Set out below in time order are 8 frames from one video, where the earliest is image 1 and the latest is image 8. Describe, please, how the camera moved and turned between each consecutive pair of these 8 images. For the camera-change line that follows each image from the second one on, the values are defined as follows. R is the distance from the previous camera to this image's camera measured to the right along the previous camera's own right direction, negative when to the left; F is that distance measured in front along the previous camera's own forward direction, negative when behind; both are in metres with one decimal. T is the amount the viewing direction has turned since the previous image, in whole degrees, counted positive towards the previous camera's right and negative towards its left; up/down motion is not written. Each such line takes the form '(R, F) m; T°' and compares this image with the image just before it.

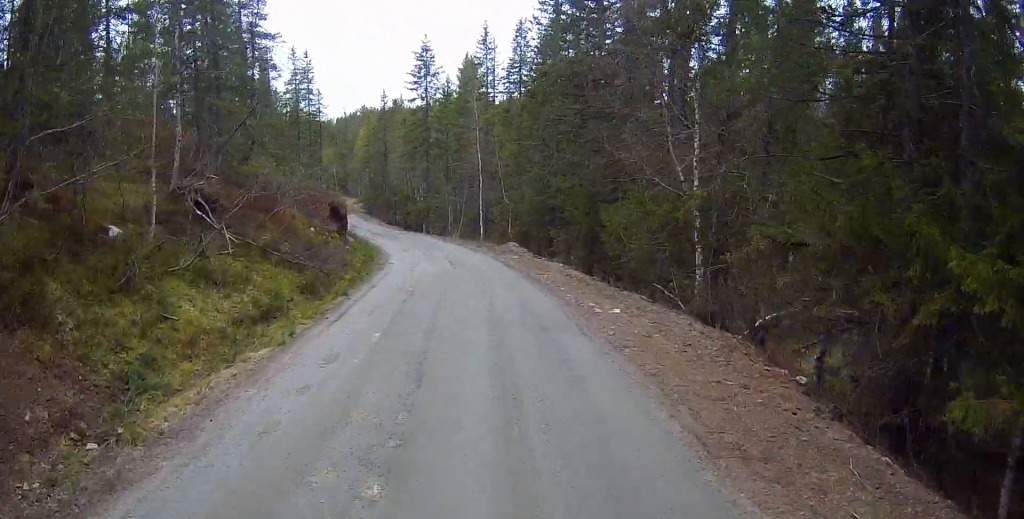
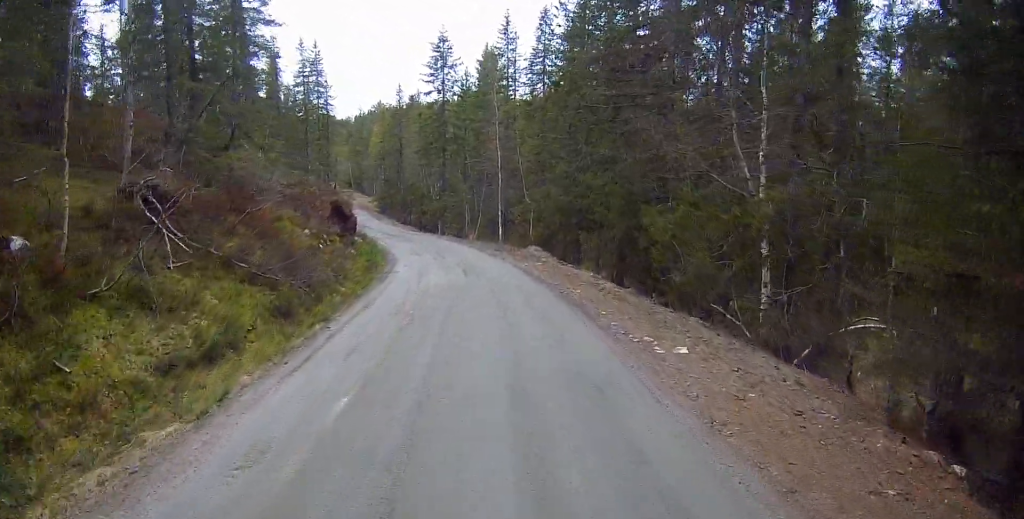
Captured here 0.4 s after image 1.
(-0.2, +3.0) m; 0°
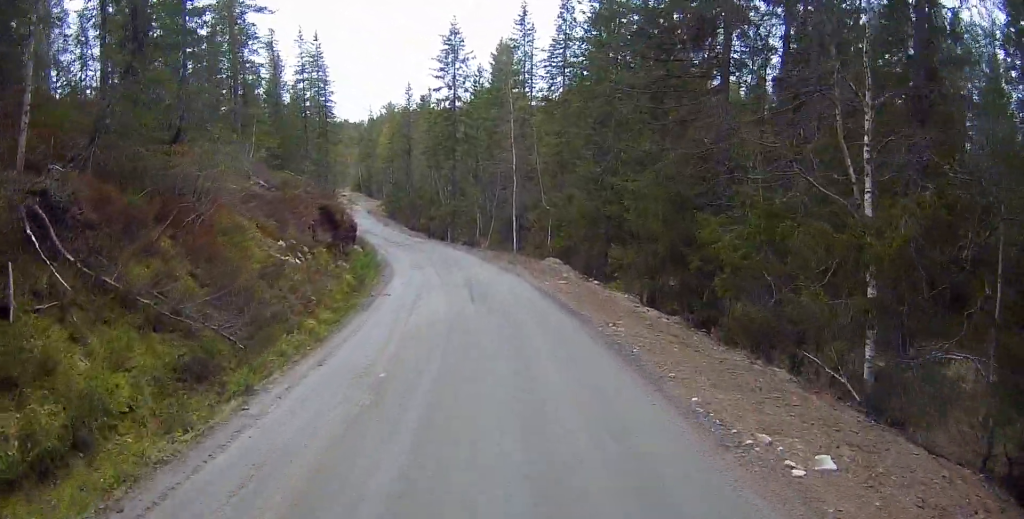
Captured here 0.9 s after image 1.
(0.0, +3.8) m; 0°
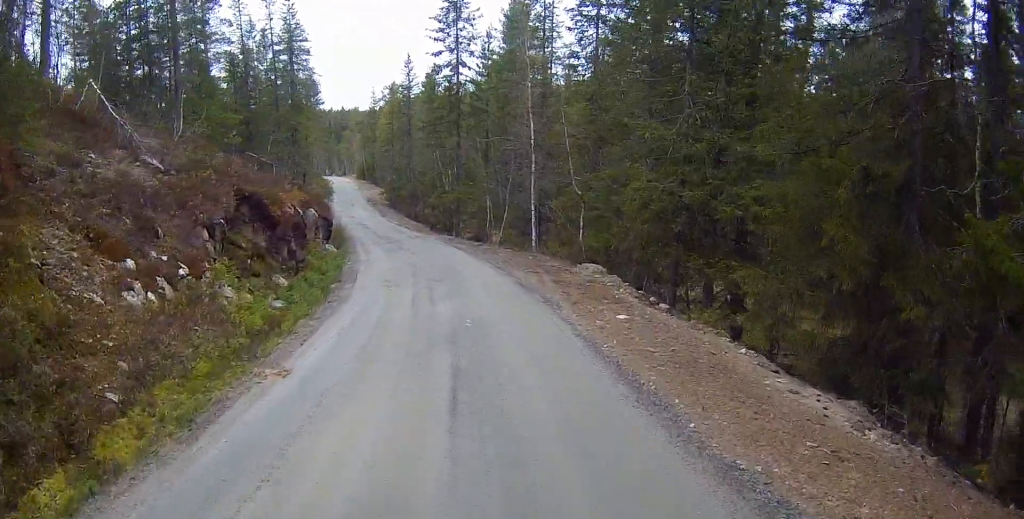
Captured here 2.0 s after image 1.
(+0.3, +8.7) m; 0°
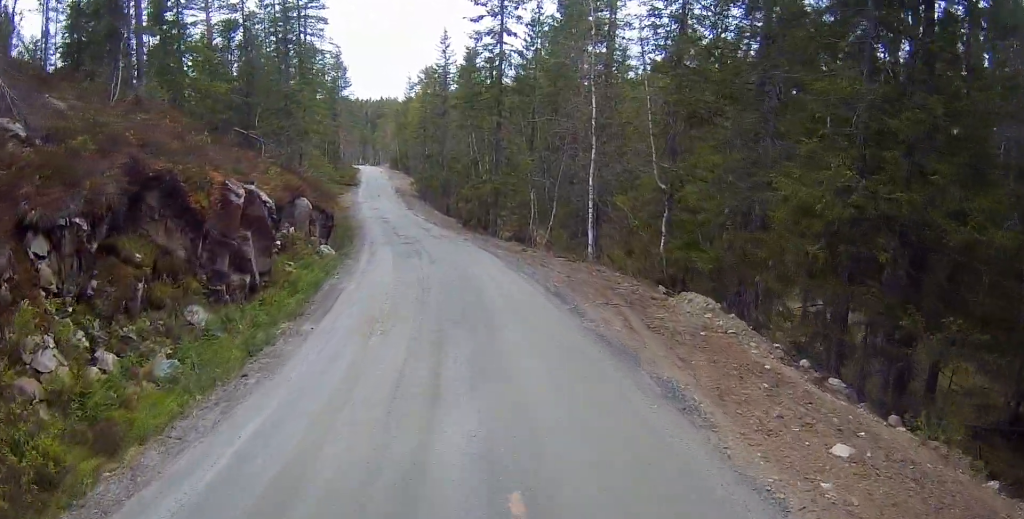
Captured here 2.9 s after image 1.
(-0.2, +7.3) m; -2°
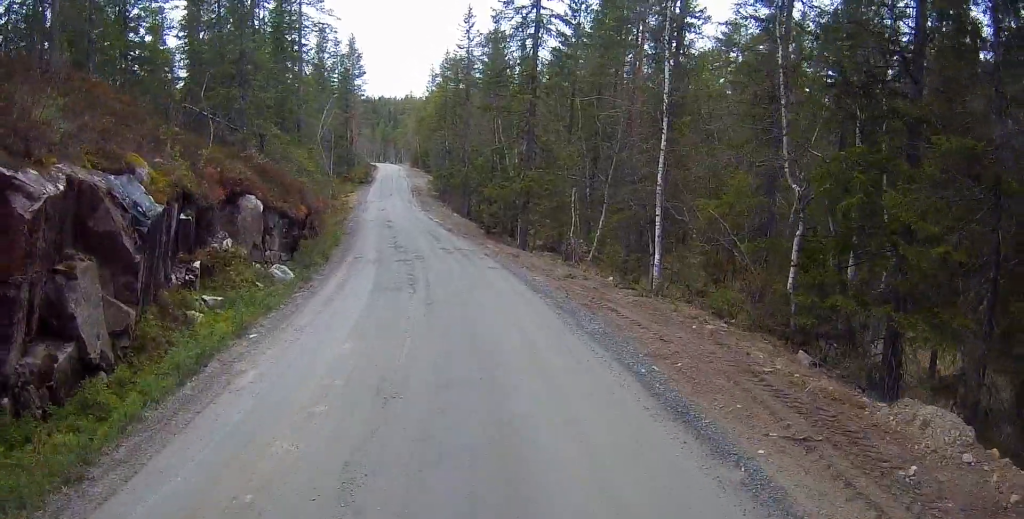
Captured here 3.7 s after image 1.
(0.0, +7.4) m; -2°
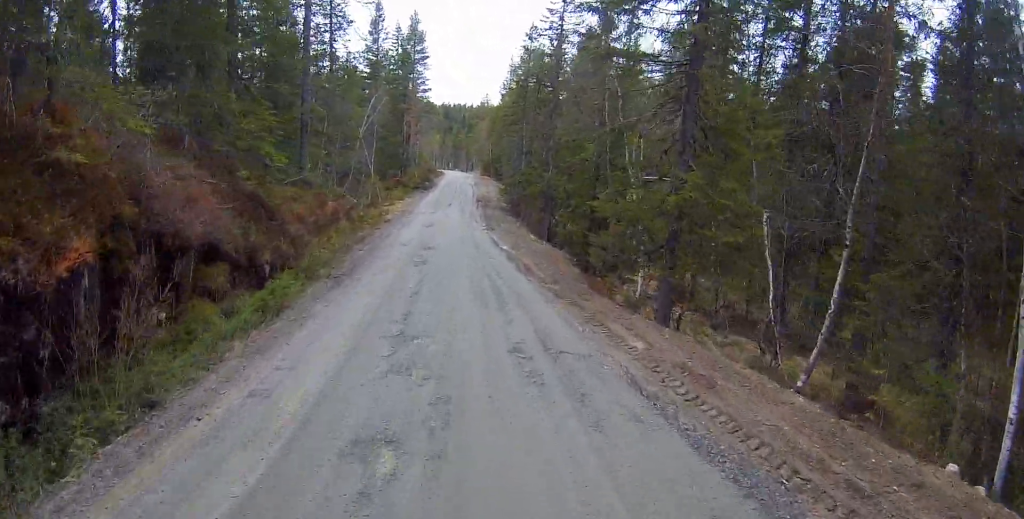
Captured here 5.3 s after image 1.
(-1.2, +12.5) m; -8°
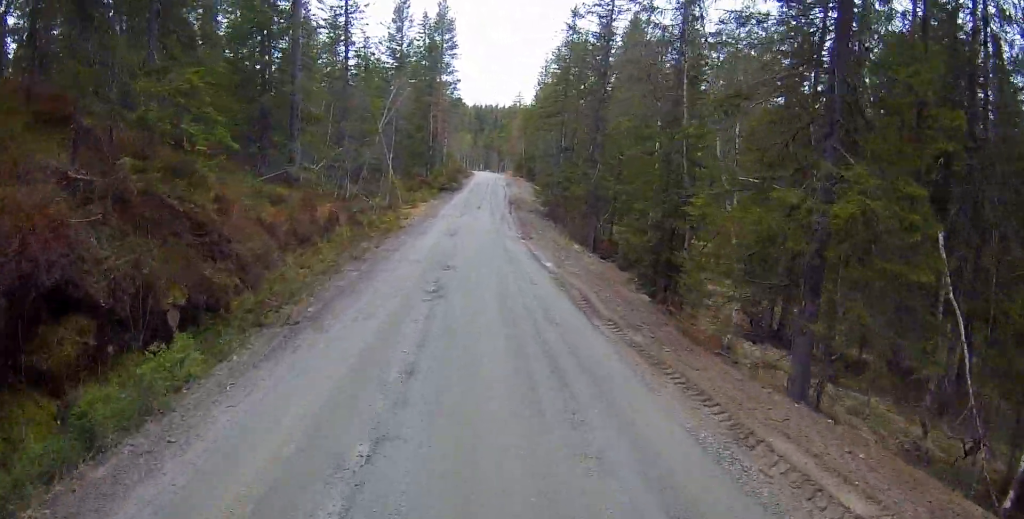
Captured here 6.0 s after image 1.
(-0.1, +5.3) m; -1°
